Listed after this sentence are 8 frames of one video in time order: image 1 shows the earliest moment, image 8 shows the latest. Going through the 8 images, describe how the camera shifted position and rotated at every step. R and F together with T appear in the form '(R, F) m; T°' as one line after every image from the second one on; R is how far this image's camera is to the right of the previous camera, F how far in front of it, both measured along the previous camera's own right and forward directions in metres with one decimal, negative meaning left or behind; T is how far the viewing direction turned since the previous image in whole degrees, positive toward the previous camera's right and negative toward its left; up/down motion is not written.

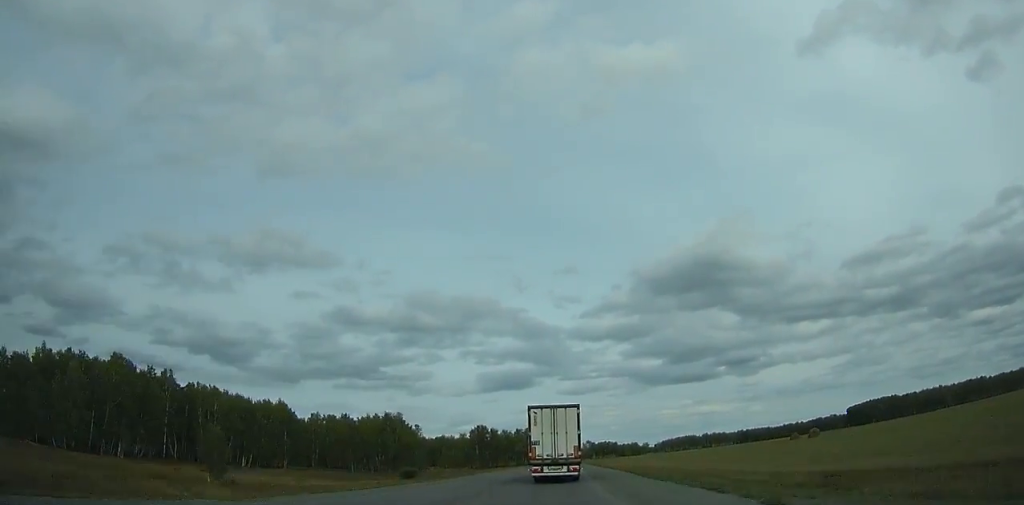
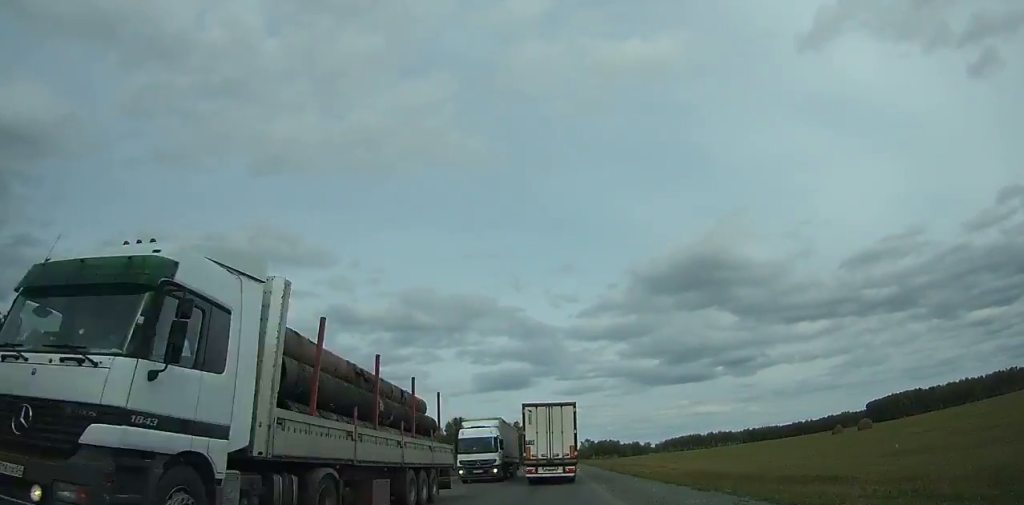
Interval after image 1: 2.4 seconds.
(0.0, +50.4) m; 0°
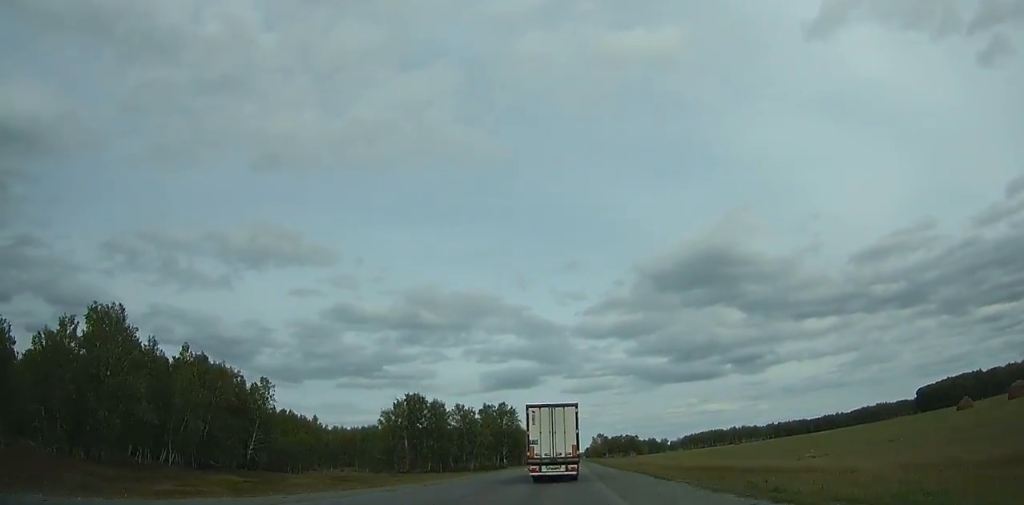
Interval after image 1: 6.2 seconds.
(0.0, +79.7) m; 0°
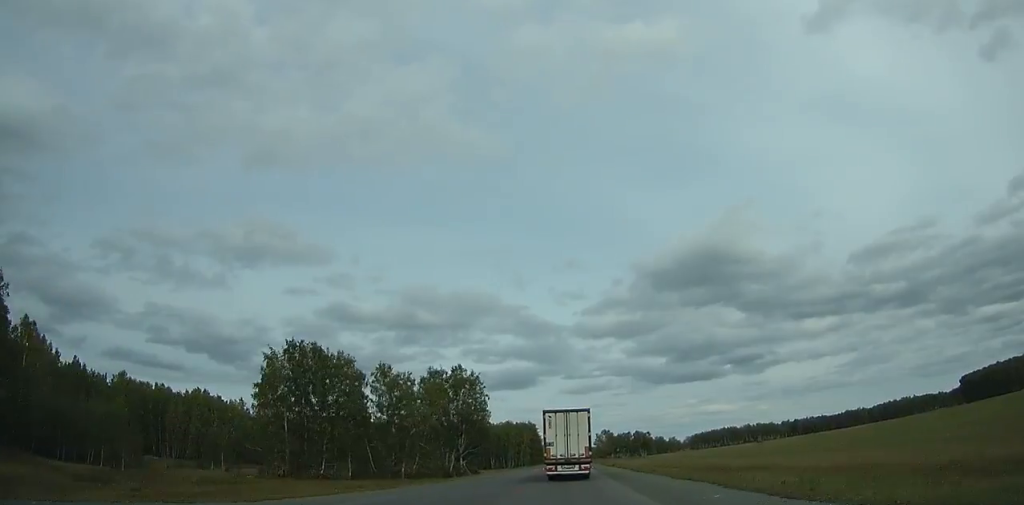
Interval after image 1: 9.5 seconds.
(-0.1, +68.7) m; 0°
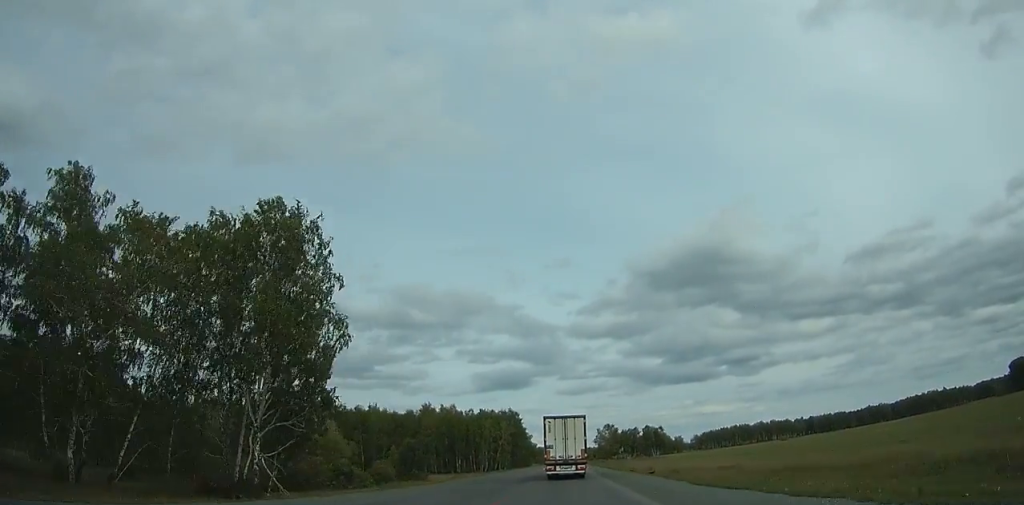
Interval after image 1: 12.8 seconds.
(-0.1, +68.3) m; 0°
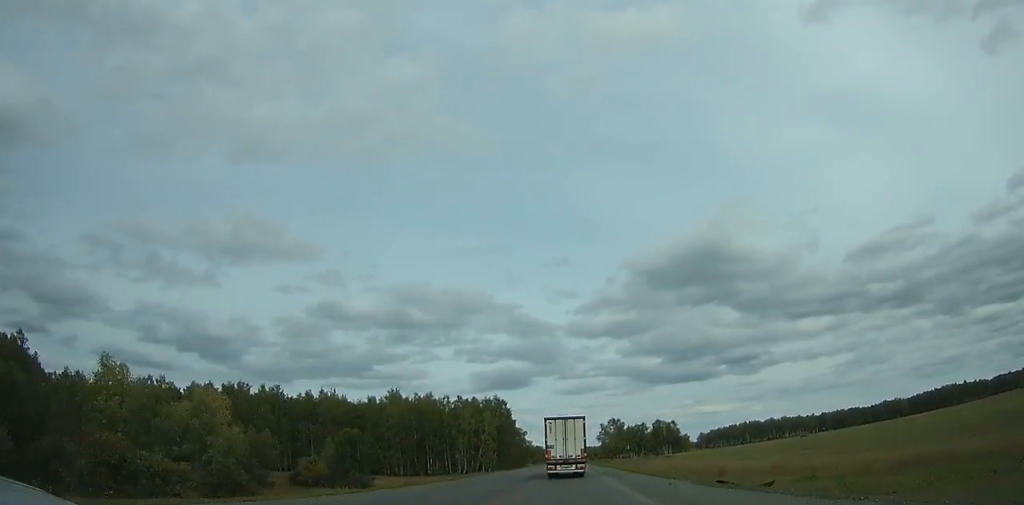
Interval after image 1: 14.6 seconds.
(0.0, +37.2) m; 0°
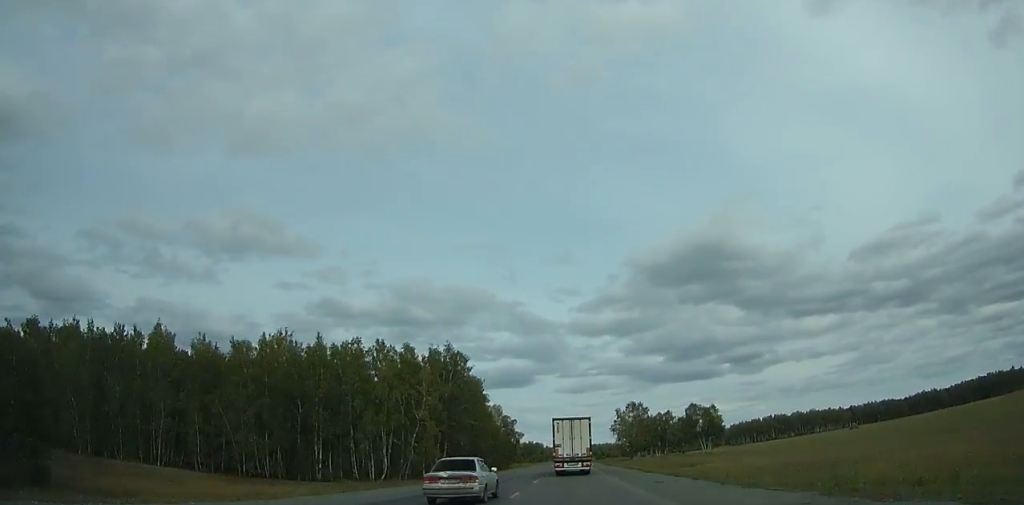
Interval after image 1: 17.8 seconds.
(0.0, +66.6) m; 0°
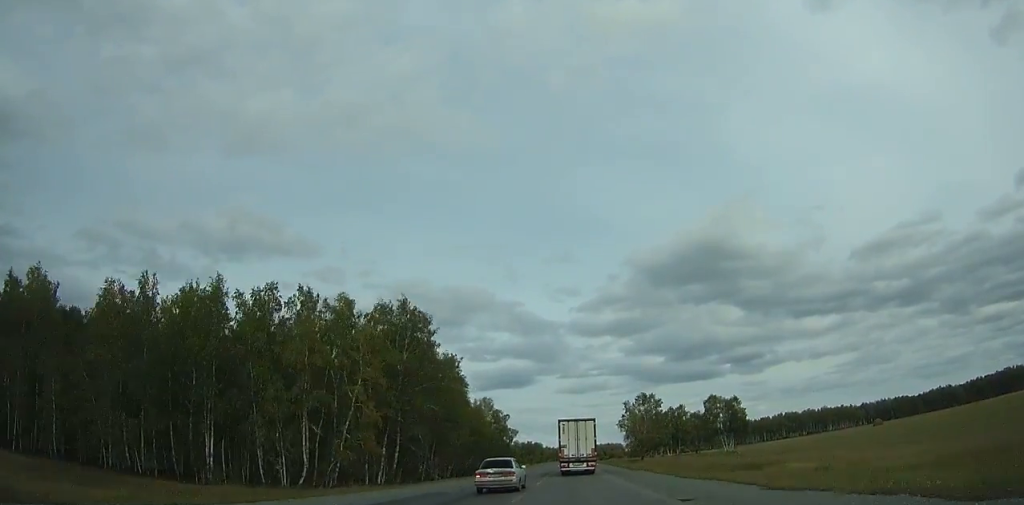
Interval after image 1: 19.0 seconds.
(0.0, +25.3) m; 0°
